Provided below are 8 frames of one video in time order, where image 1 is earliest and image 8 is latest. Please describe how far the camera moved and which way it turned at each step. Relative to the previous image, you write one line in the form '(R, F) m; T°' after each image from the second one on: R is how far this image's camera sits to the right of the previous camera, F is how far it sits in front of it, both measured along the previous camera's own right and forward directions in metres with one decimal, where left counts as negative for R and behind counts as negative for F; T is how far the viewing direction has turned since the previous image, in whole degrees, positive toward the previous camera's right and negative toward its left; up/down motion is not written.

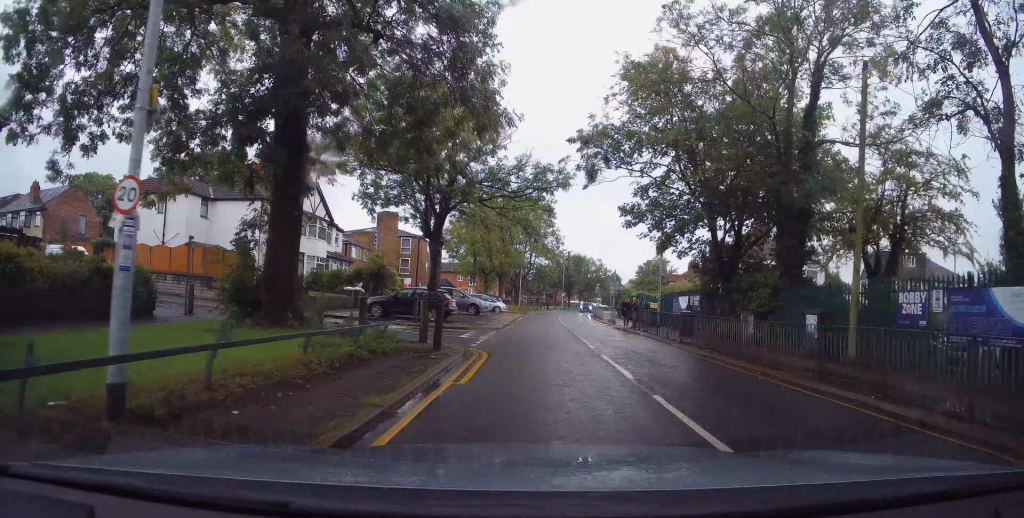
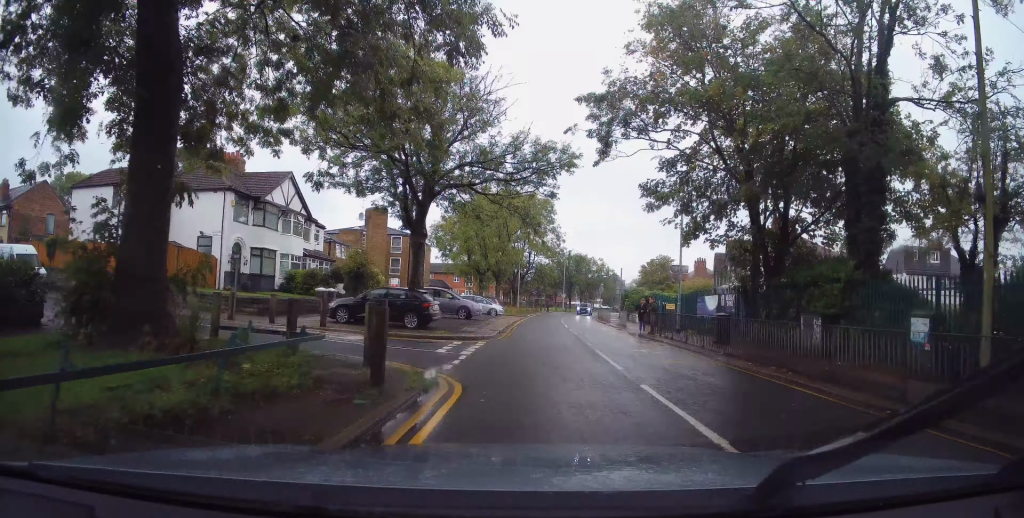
(+0.2, +4.5) m; -1°
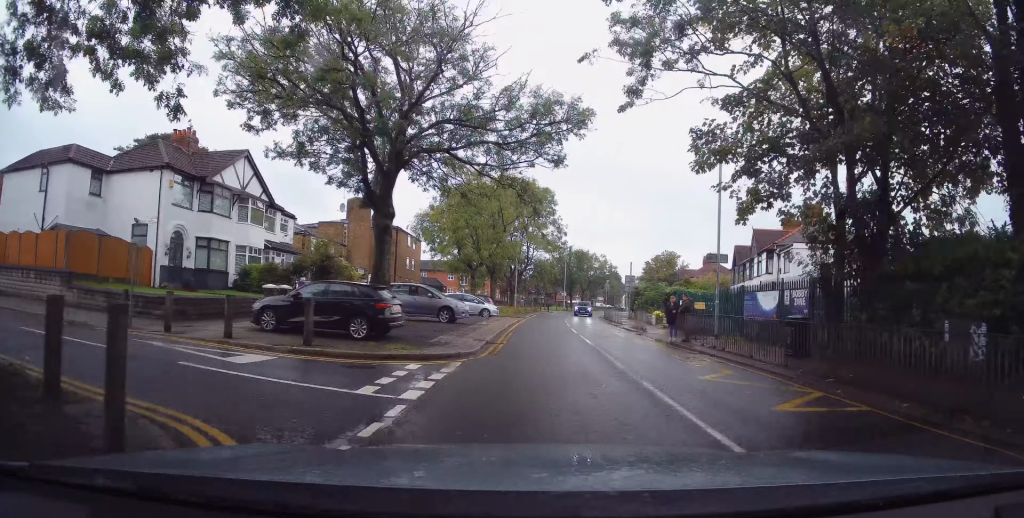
(-0.4, +6.2) m; -3°
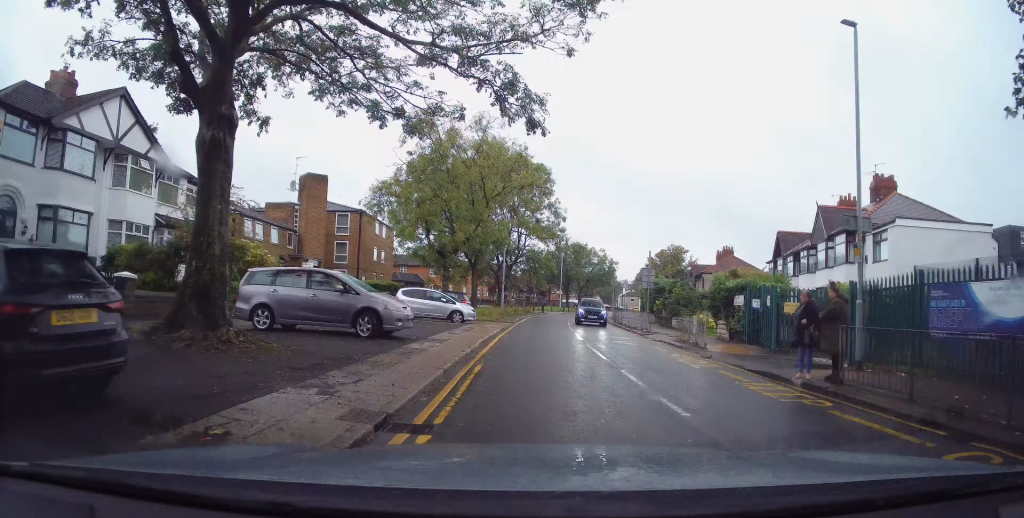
(0.0, +10.8) m; +4°
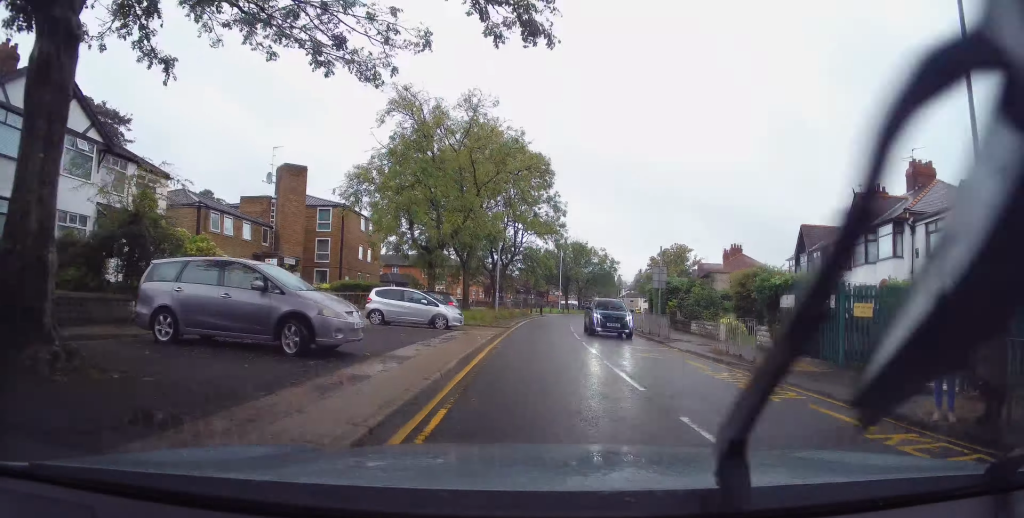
(+0.3, +3.9) m; +3°
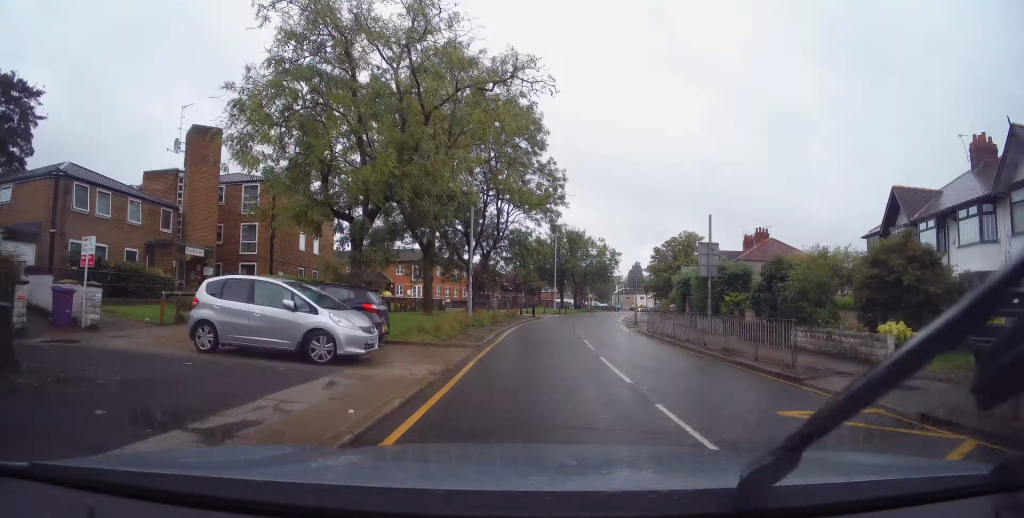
(+0.4, +11.0) m; +2°
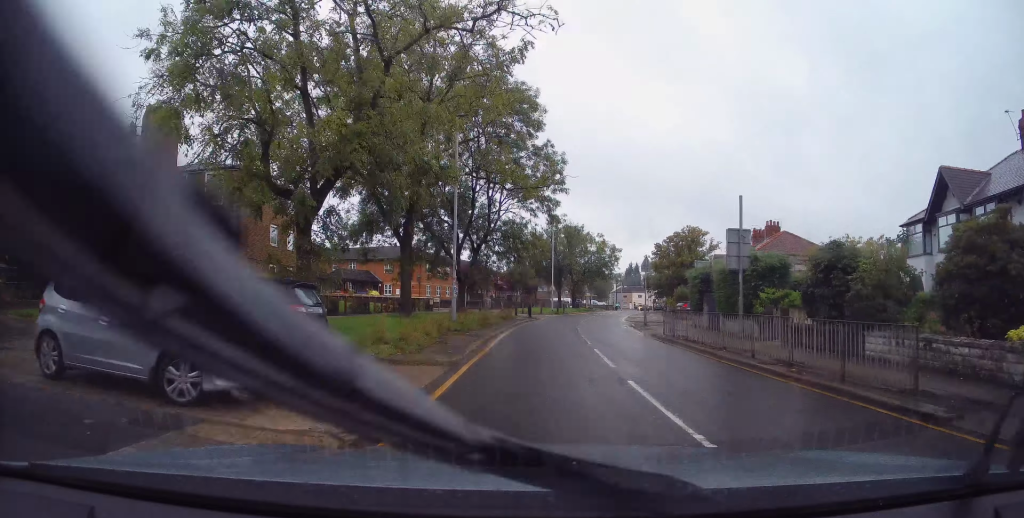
(0.0, +4.0) m; 0°
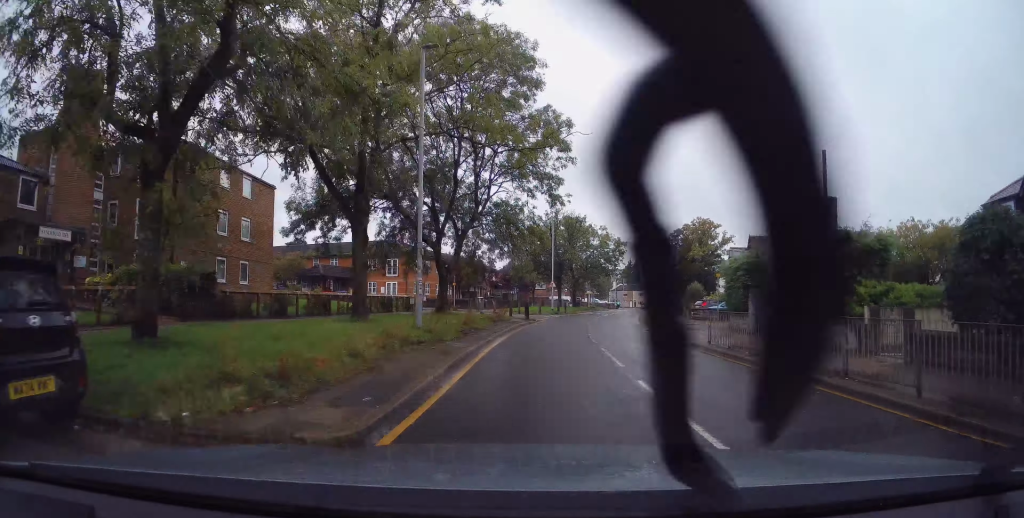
(0.0, +6.1) m; 0°
